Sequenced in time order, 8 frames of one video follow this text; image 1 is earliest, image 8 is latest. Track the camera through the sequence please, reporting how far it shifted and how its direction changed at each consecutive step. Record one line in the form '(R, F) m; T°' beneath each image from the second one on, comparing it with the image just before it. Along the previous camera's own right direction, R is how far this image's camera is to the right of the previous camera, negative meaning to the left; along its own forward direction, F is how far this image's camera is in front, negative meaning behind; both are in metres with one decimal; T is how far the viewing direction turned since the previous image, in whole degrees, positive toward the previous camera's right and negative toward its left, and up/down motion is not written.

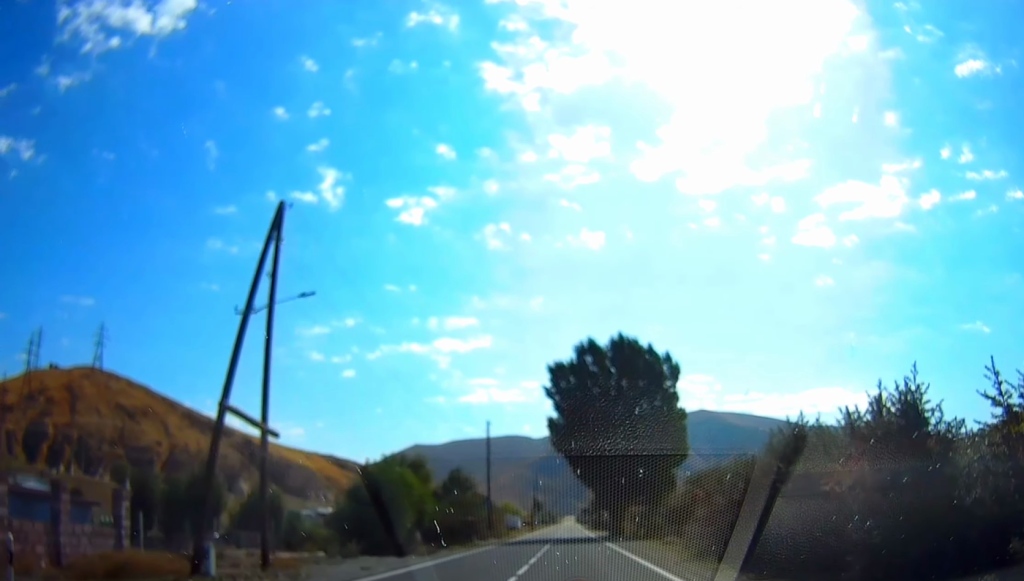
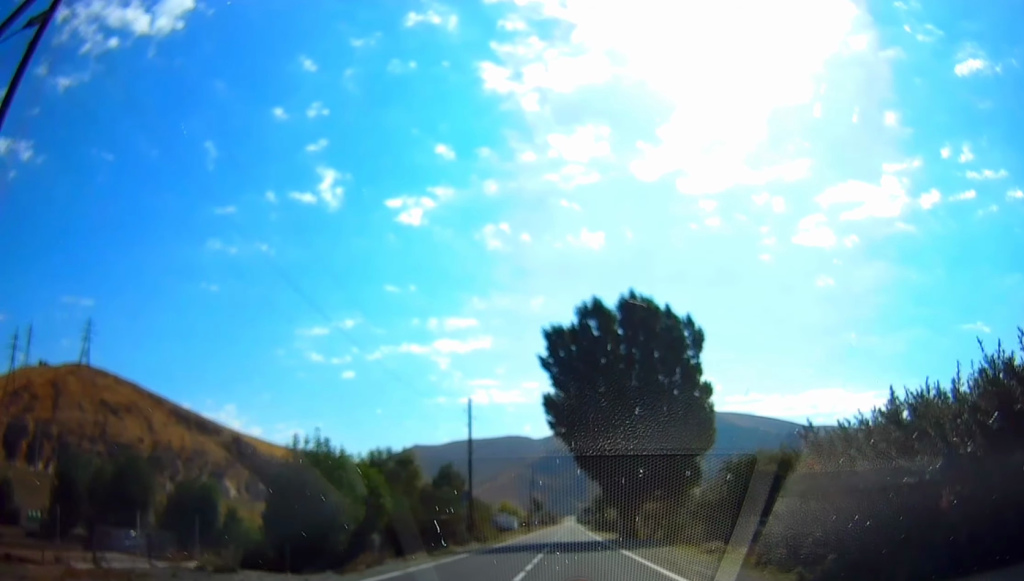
(0.0, +10.9) m; 0°
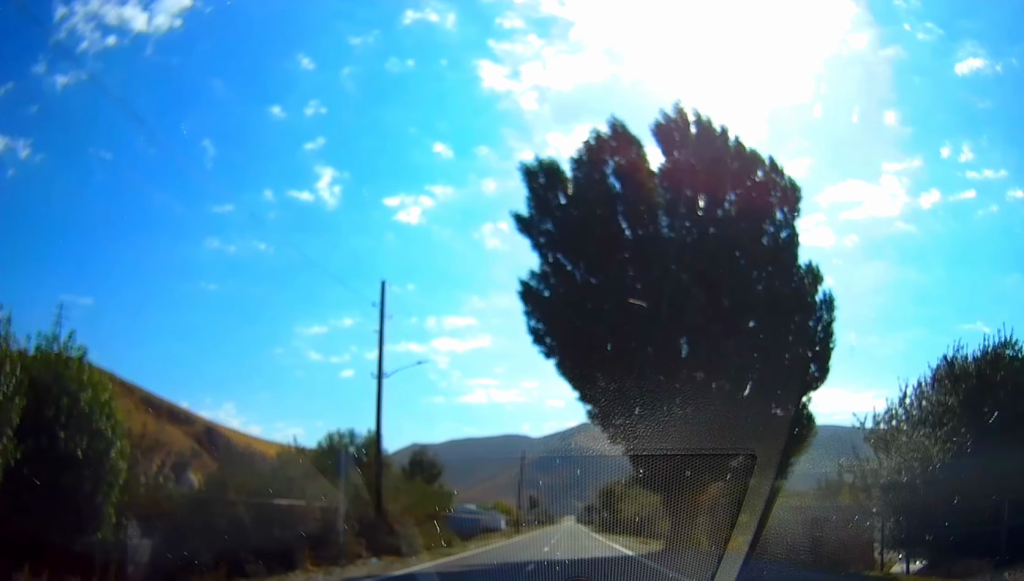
(0.0, +22.3) m; 0°
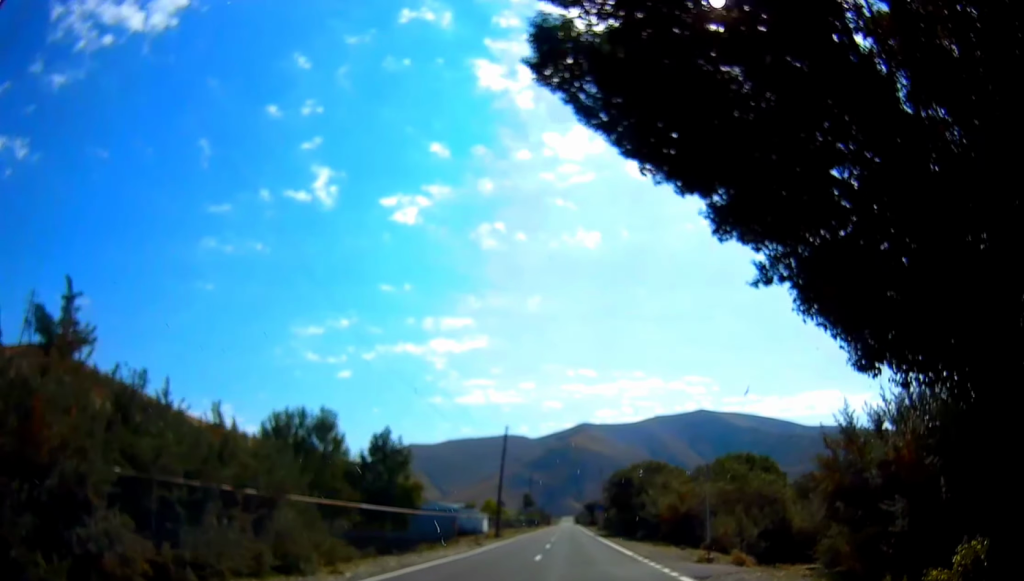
(-0.1, +20.0) m; 0°
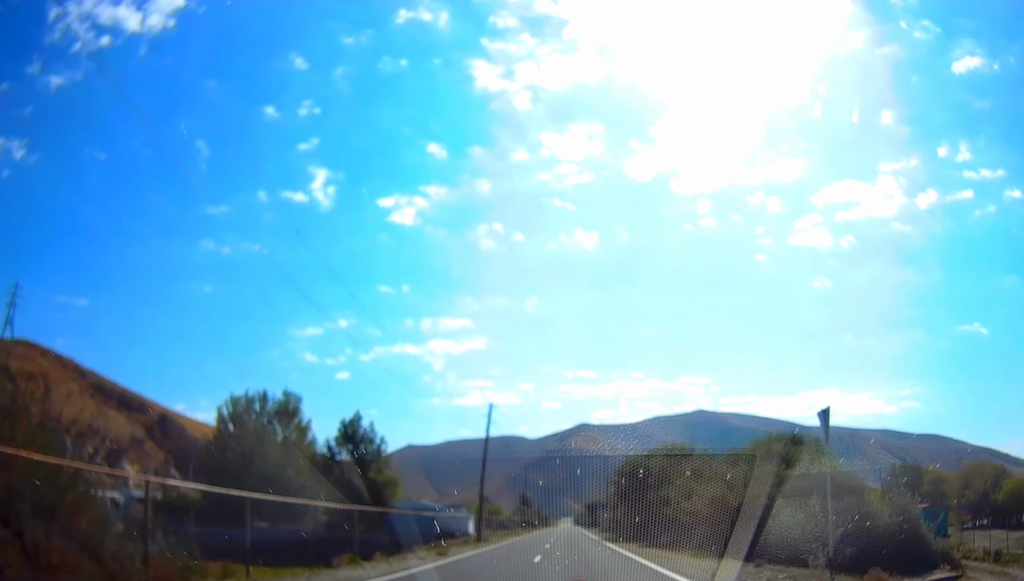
(0.0, +11.6) m; 0°
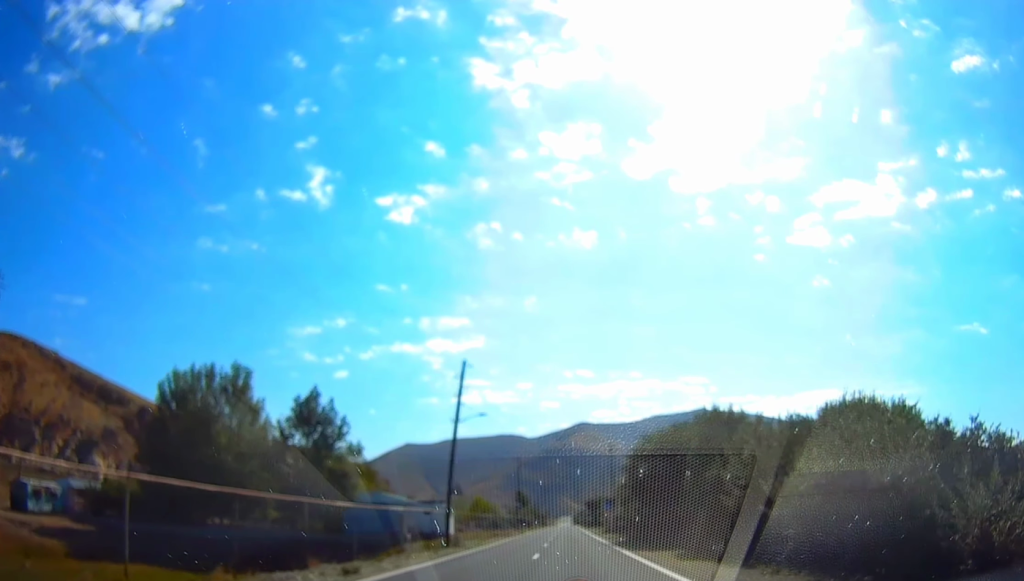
(0.0, +12.2) m; 0°
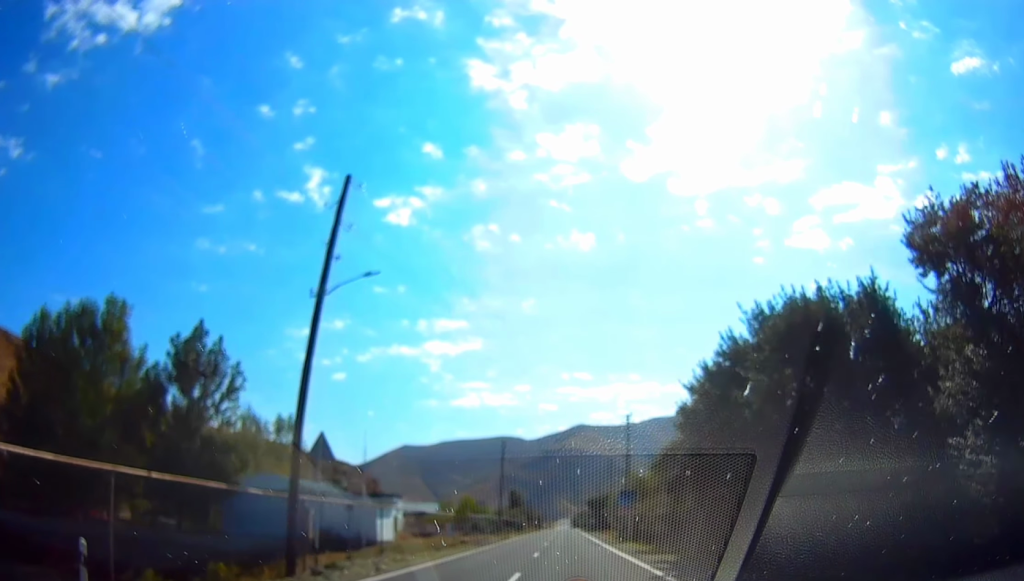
(0.0, +20.3) m; 0°
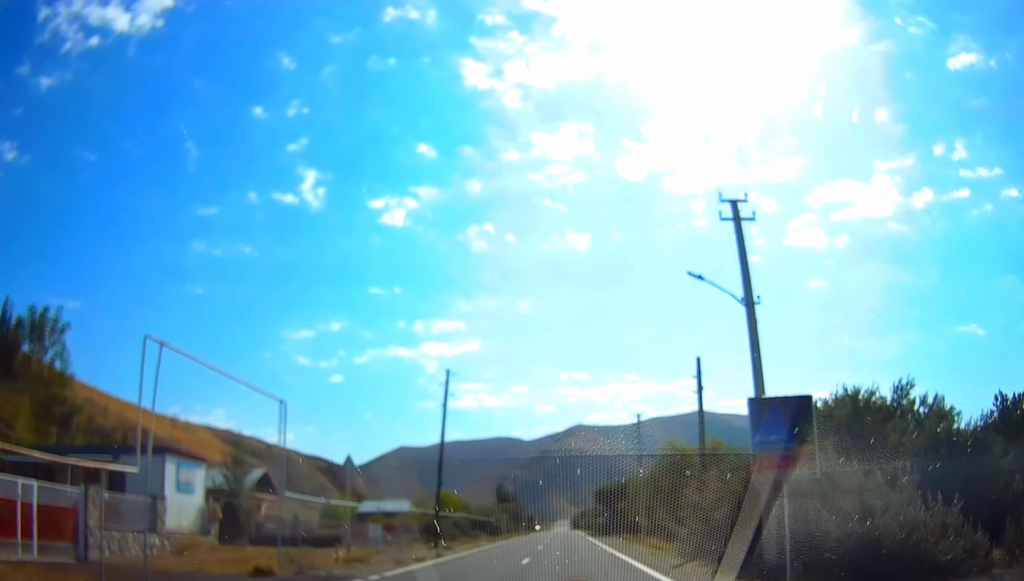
(0.0, +31.9) m; 0°
